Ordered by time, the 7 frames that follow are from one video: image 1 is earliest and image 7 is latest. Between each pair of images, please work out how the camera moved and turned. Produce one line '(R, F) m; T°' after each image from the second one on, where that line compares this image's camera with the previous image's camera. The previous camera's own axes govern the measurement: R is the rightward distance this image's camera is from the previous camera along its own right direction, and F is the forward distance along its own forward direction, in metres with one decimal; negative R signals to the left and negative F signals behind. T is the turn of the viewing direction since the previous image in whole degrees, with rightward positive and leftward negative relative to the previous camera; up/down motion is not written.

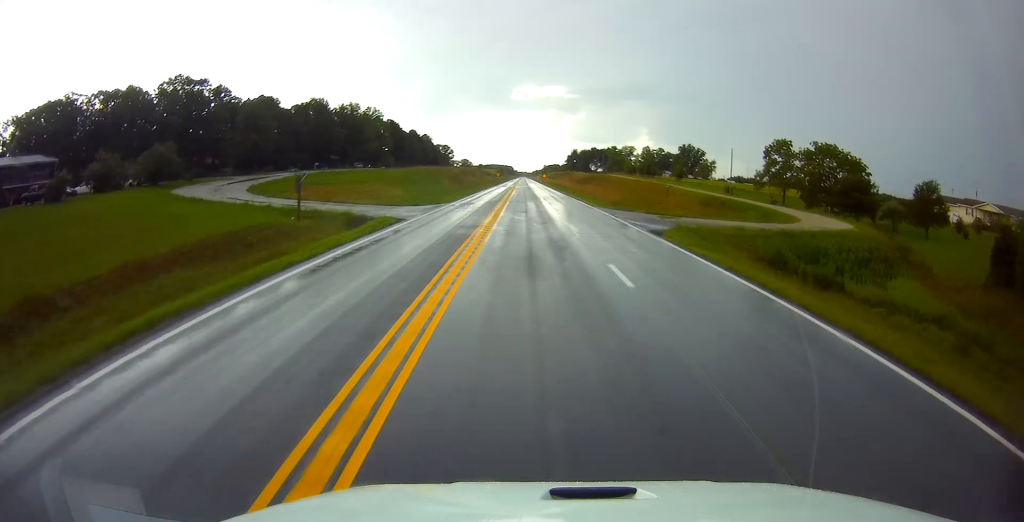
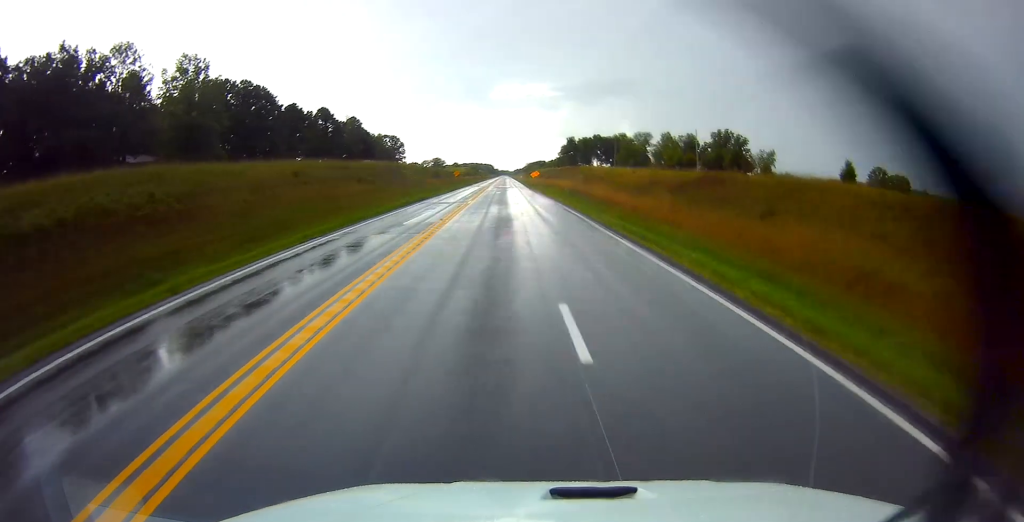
(+0.3, +90.7) m; 0°
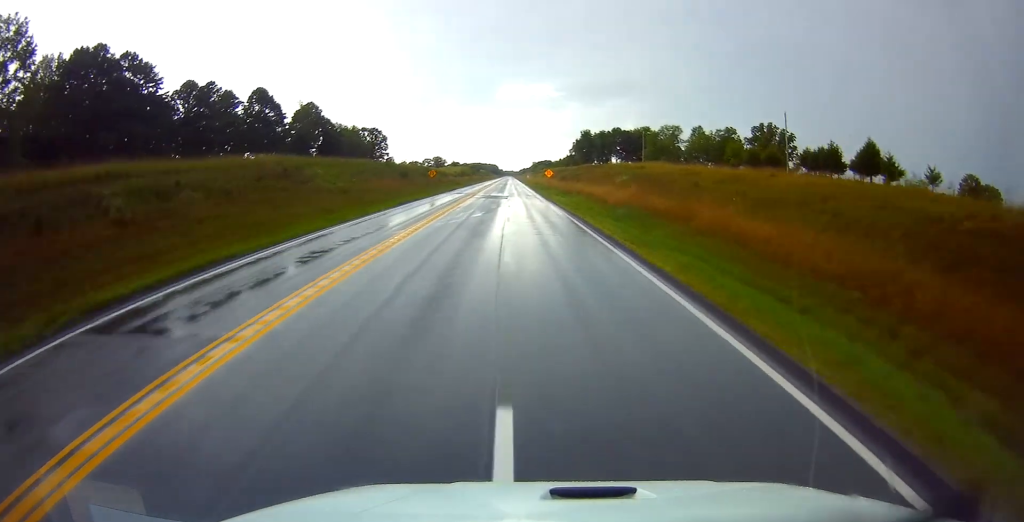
(0.0, +41.1) m; 0°
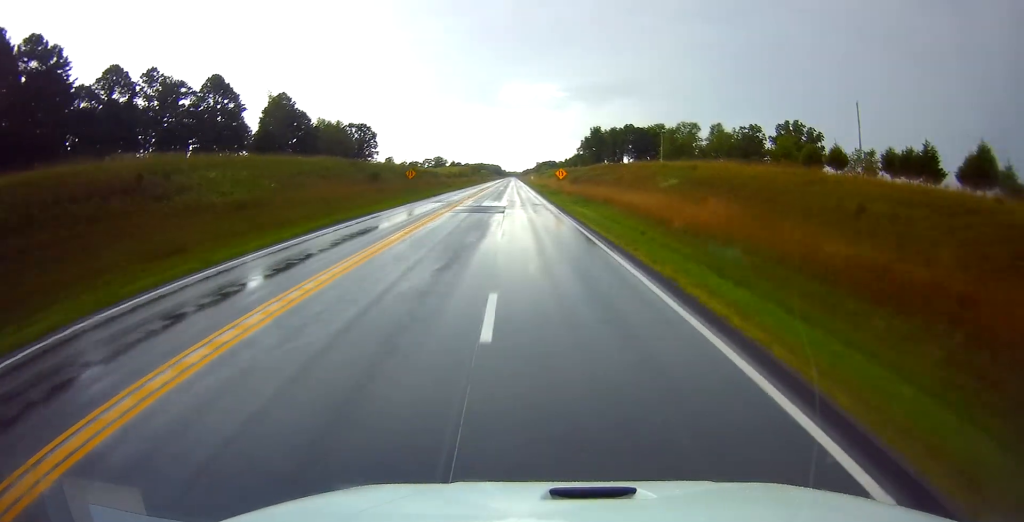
(0.0, +19.1) m; -1°
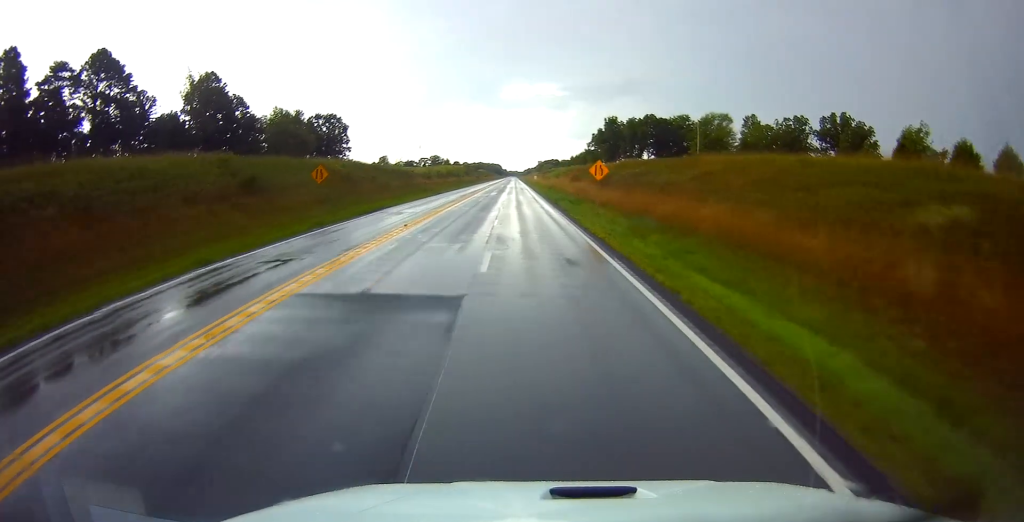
(-0.6, +31.1) m; 0°
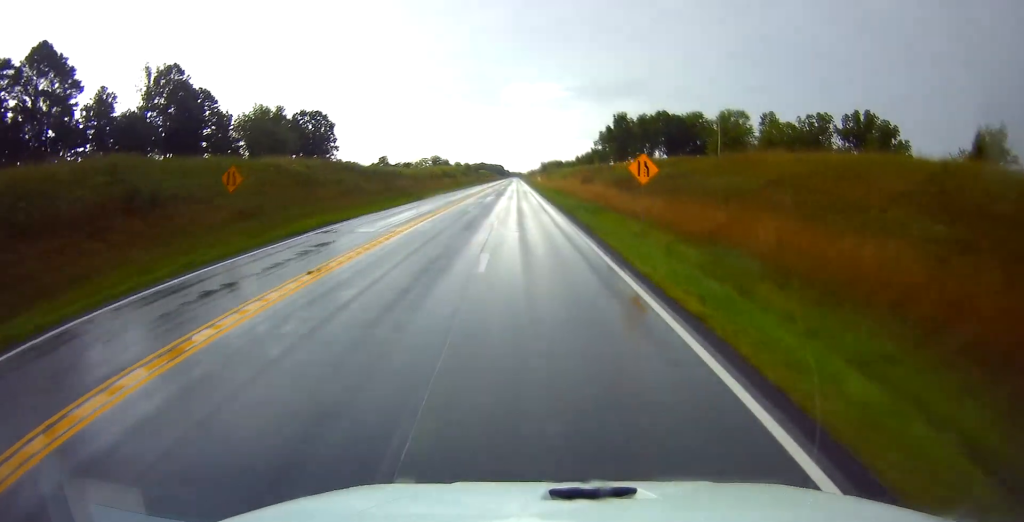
(0.0, +12.1) m; 0°
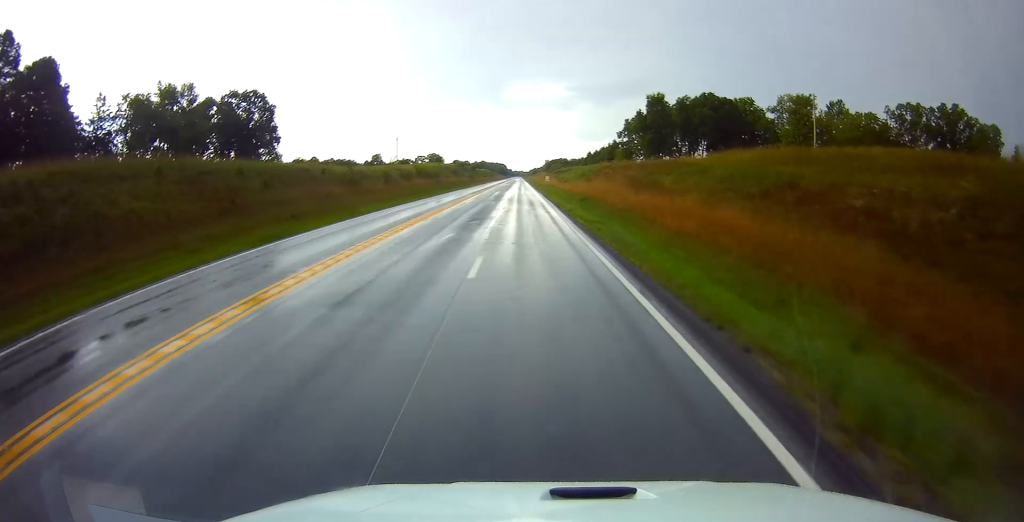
(+0.6, +37.2) m; 0°
